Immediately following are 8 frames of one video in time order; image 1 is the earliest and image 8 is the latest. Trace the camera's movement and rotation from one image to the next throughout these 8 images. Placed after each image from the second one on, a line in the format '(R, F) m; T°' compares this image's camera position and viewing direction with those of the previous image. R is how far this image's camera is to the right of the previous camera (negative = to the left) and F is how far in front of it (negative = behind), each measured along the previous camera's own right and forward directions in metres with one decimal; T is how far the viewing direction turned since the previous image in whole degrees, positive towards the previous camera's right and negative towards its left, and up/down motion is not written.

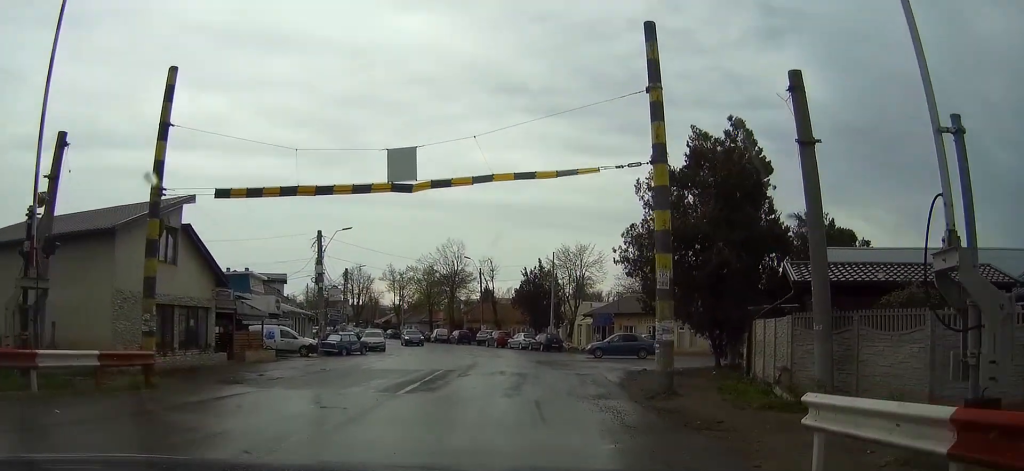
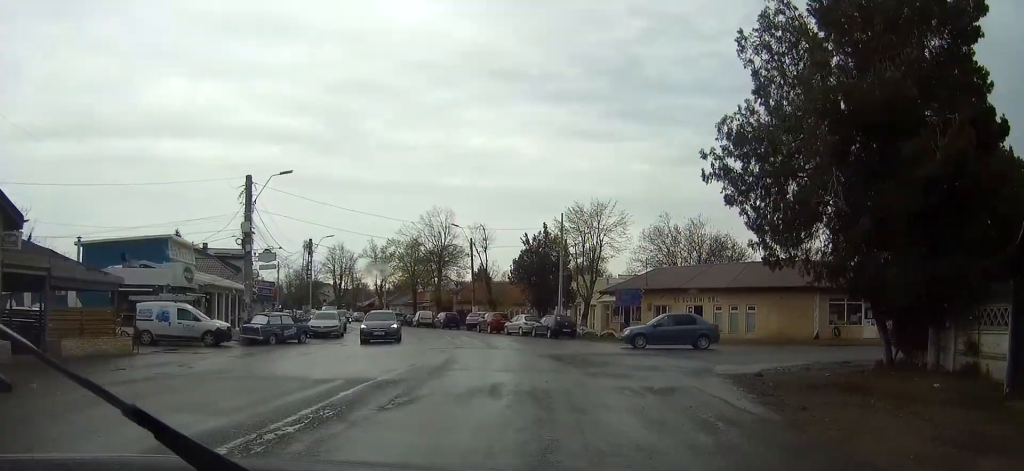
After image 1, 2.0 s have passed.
(0.0, +13.8) m; +2°
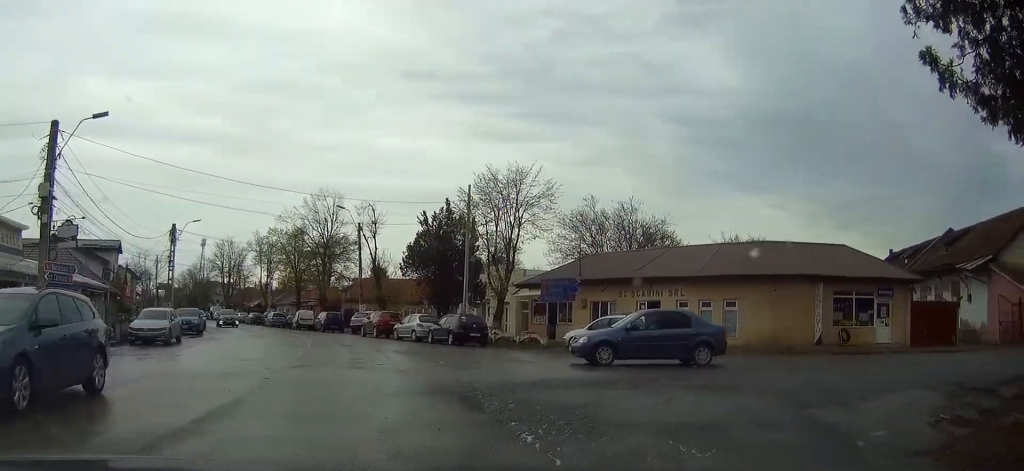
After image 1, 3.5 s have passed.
(+0.8, +10.2) m; +16°
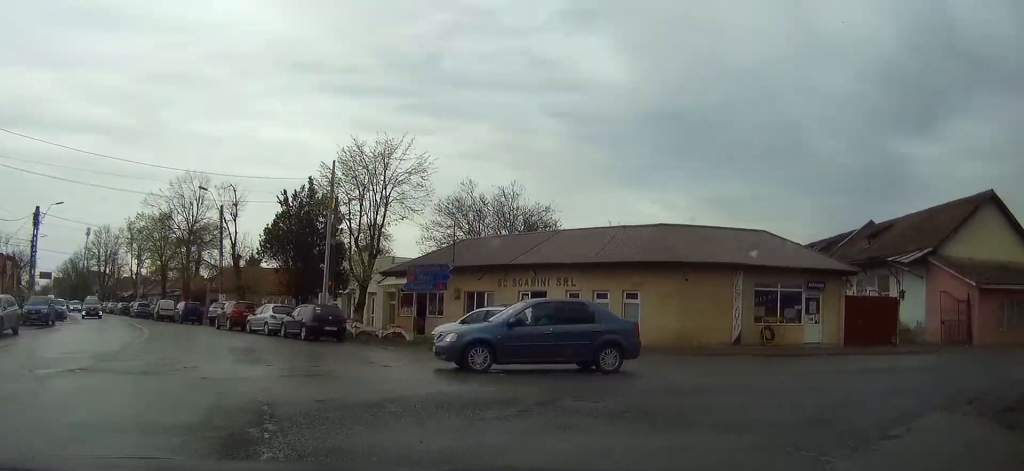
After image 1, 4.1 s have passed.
(+0.5, +4.1) m; +12°
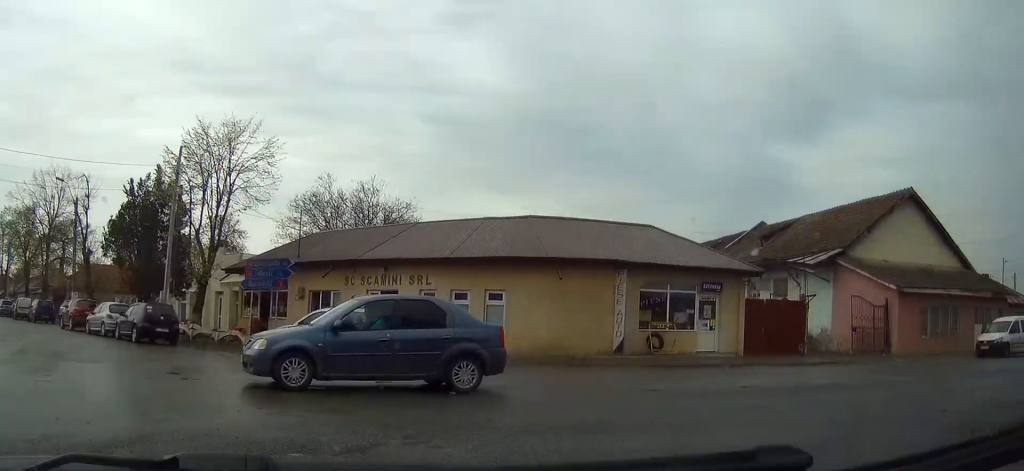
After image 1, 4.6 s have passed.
(0.0, +3.5) m; +11°
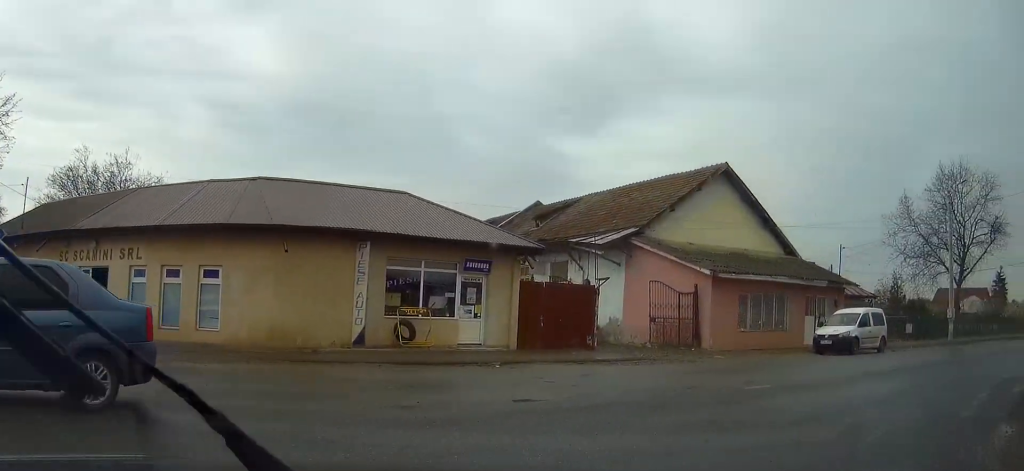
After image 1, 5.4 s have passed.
(+0.9, +4.8) m; +21°
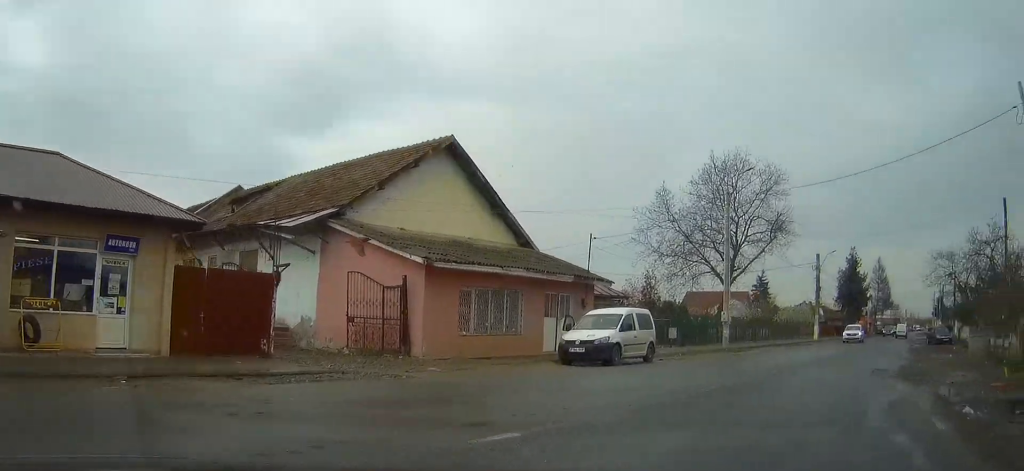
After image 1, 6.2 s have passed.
(+1.3, +5.5) m; +21°
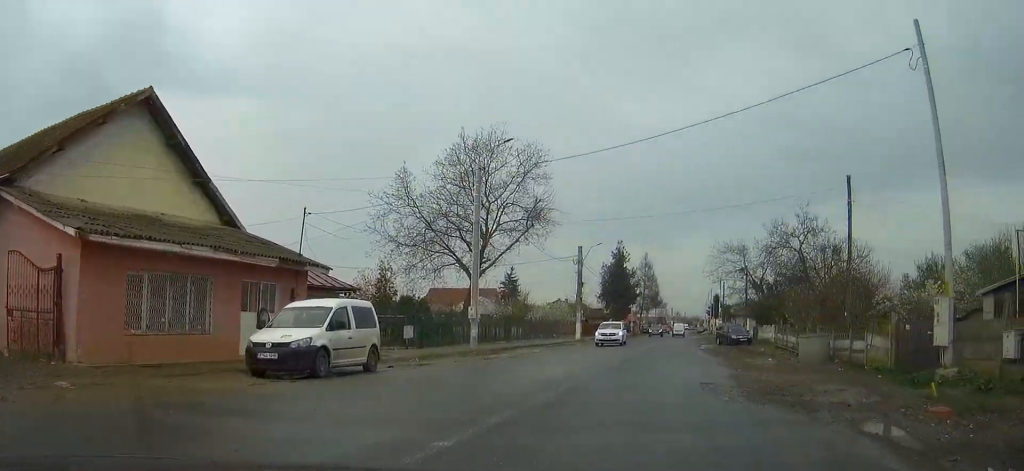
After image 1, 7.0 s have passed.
(+1.1, +6.1) m; +13°
